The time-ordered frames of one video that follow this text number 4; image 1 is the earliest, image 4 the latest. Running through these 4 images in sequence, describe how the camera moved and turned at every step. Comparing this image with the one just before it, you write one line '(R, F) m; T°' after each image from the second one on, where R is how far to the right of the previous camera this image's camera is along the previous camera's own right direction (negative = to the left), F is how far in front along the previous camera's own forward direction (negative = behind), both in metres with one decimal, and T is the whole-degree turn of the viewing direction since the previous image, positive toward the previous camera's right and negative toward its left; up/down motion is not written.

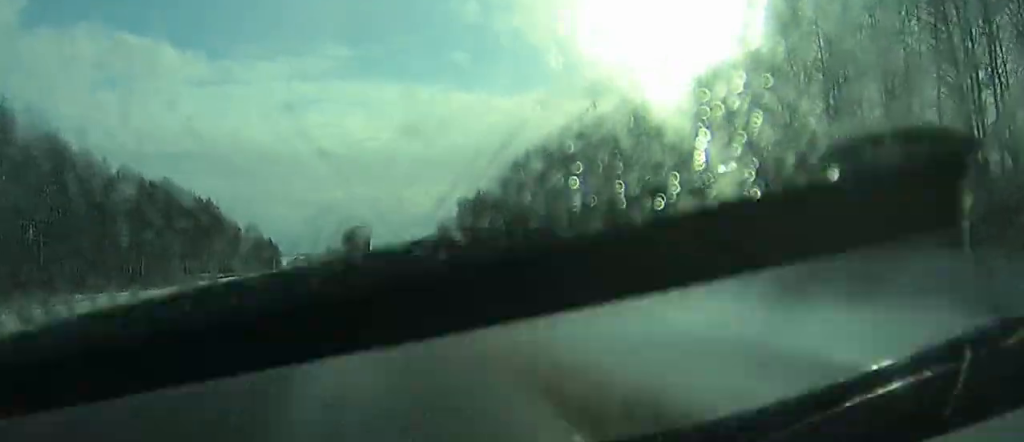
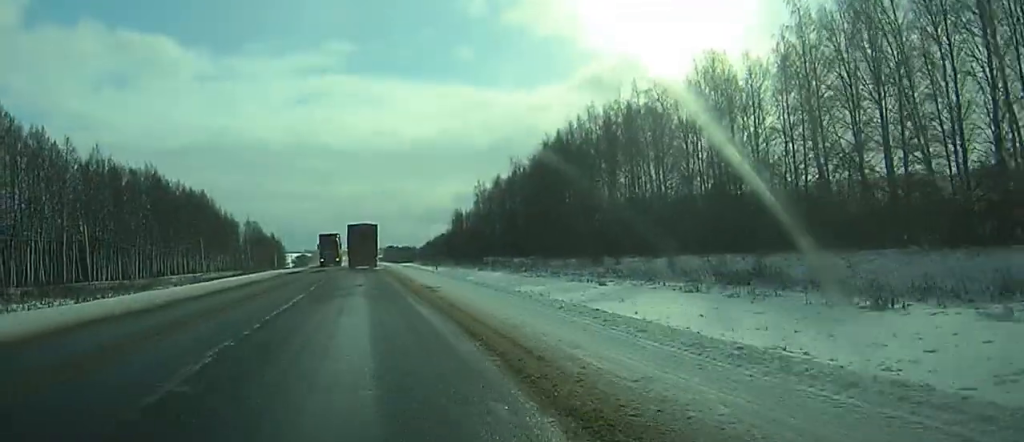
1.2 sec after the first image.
(+0.3, +26.3) m; +1°
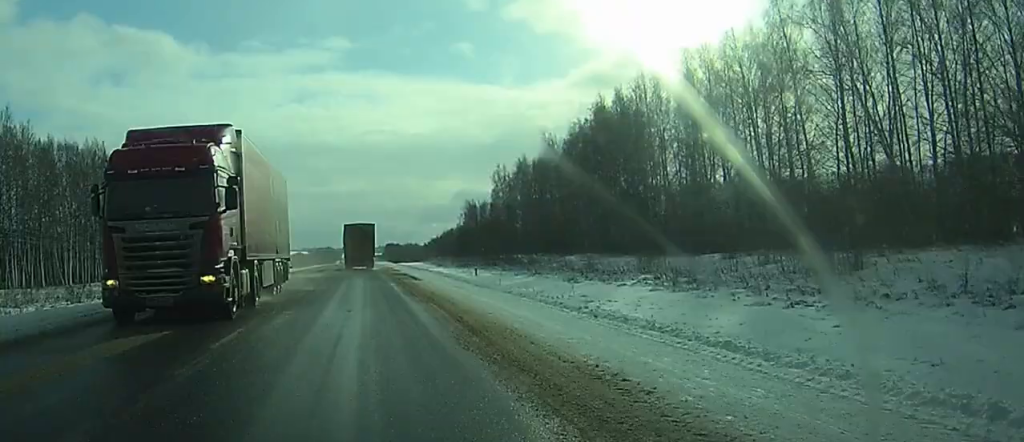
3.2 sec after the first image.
(-0.2, +44.4) m; -1°
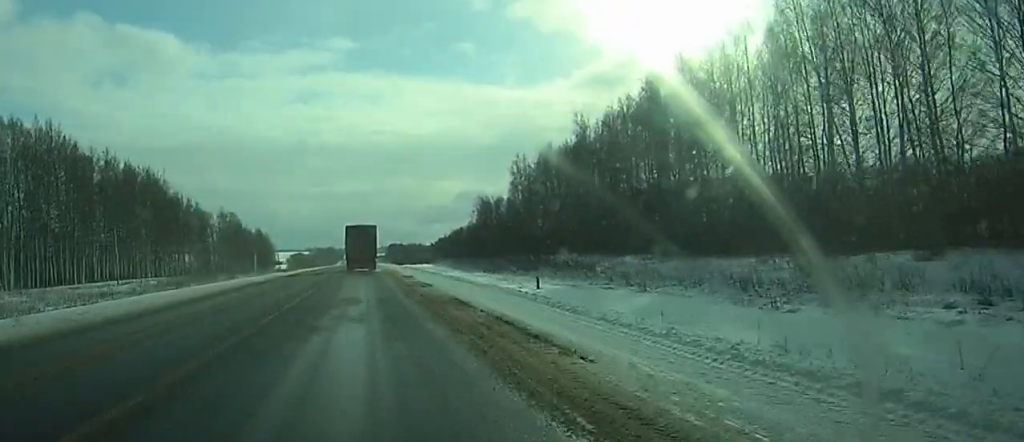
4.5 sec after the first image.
(0.0, +27.1) m; 0°
